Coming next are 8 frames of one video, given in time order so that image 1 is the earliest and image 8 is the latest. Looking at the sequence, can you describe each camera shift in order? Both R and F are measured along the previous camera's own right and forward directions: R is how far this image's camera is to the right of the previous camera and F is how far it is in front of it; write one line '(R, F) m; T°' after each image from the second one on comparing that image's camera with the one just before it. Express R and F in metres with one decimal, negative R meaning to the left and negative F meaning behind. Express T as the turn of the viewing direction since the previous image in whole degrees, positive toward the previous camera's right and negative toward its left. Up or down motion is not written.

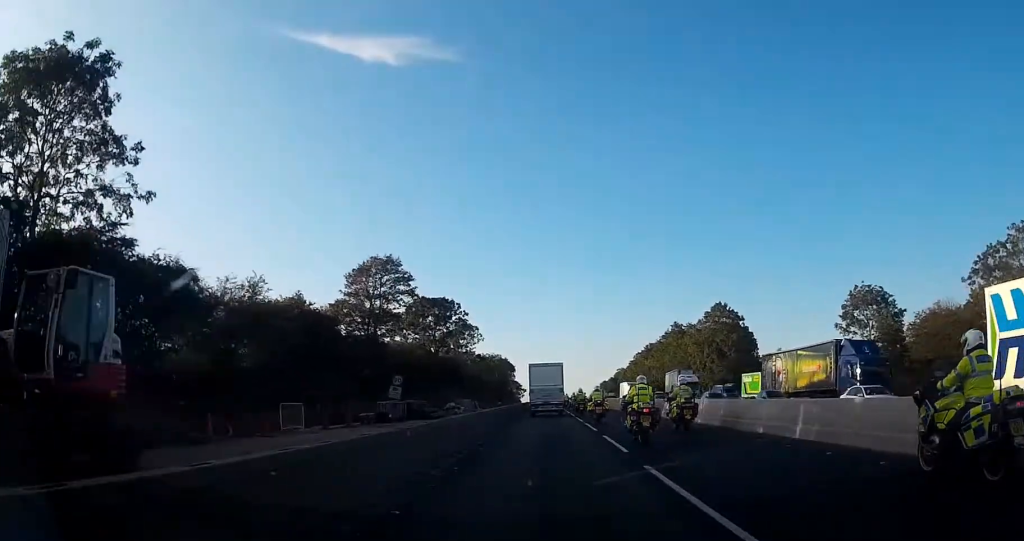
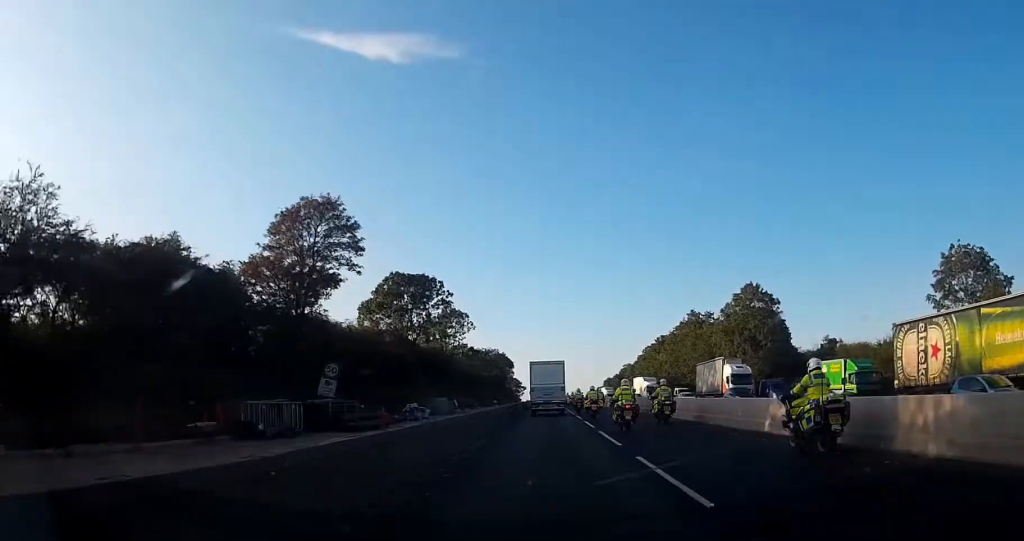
(0.0, +16.0) m; 0°
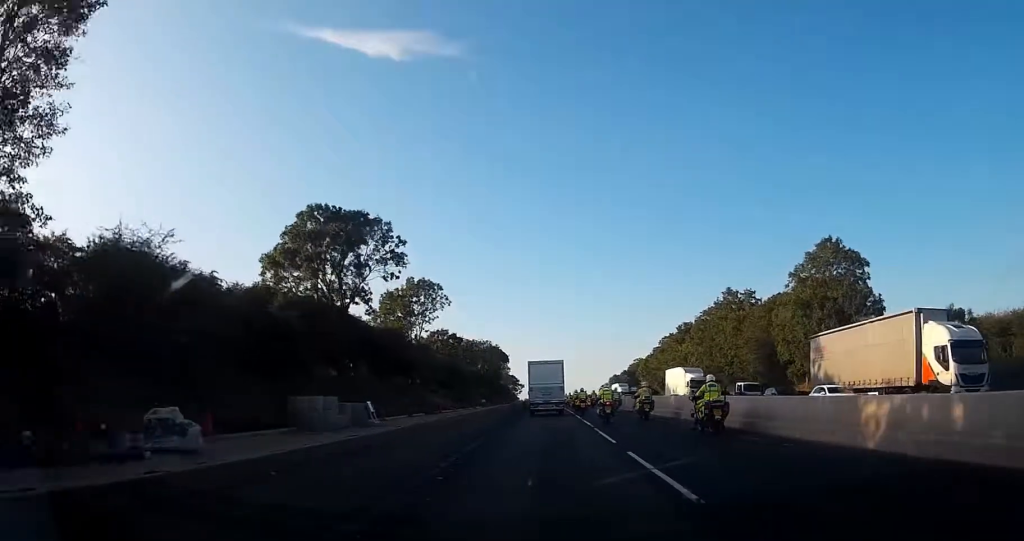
(0.0, +25.9) m; 0°
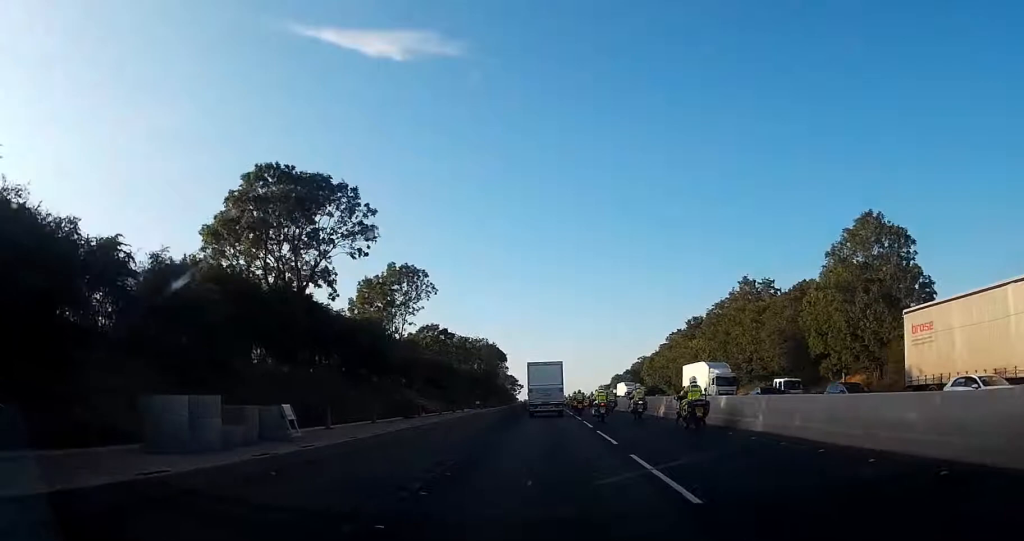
(0.0, +9.2) m; 0°
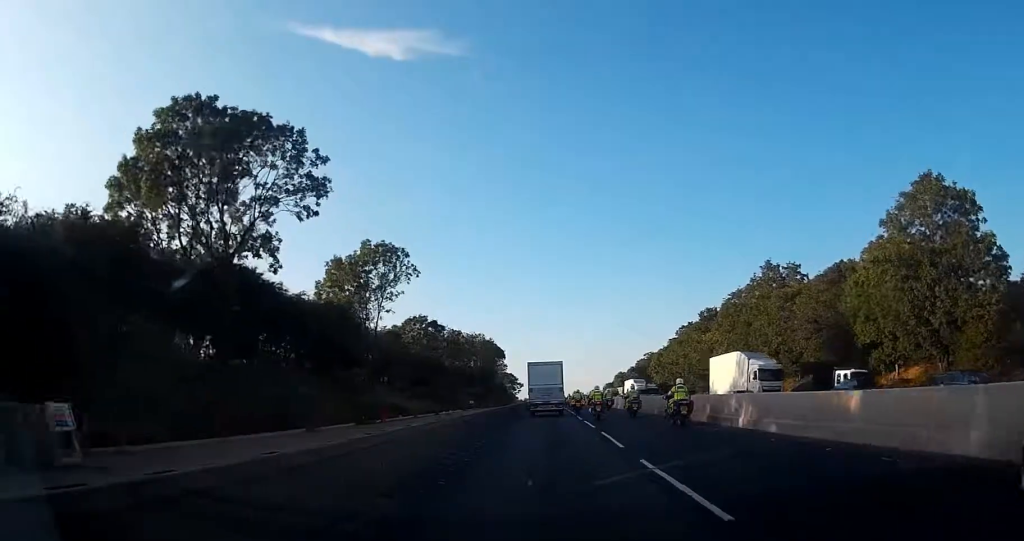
(+0.1, +10.2) m; 0°
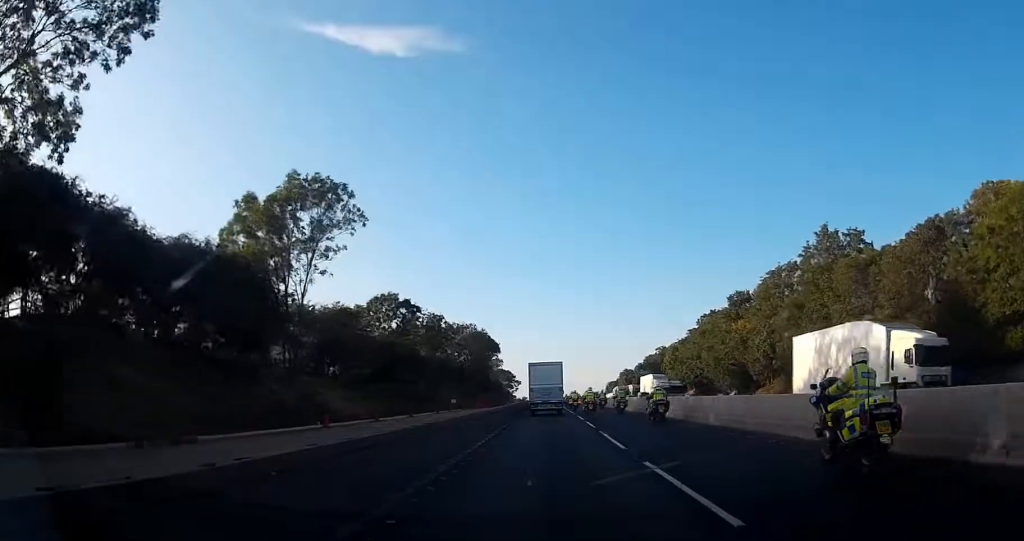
(-0.1, +18.4) m; -1°
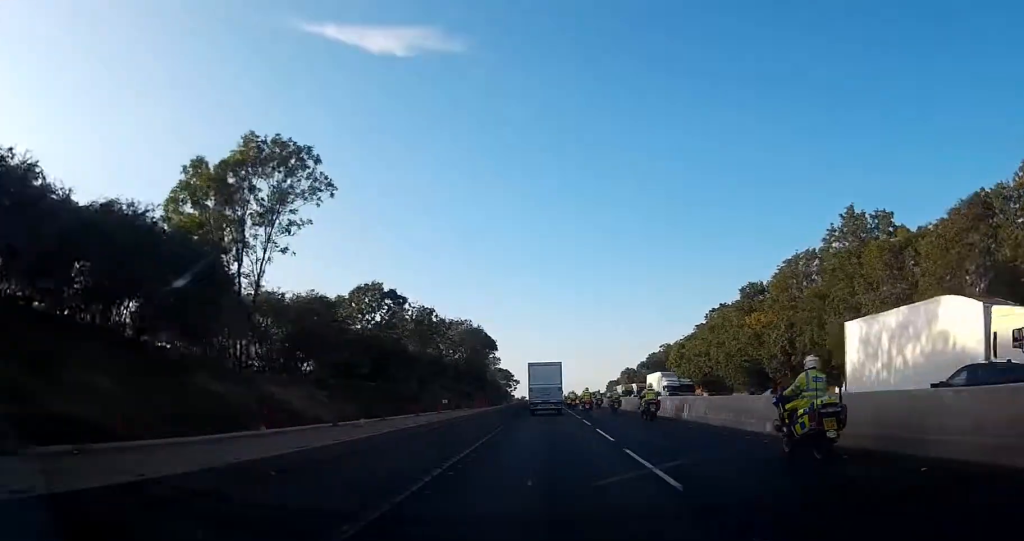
(0.0, +6.6) m; 0°
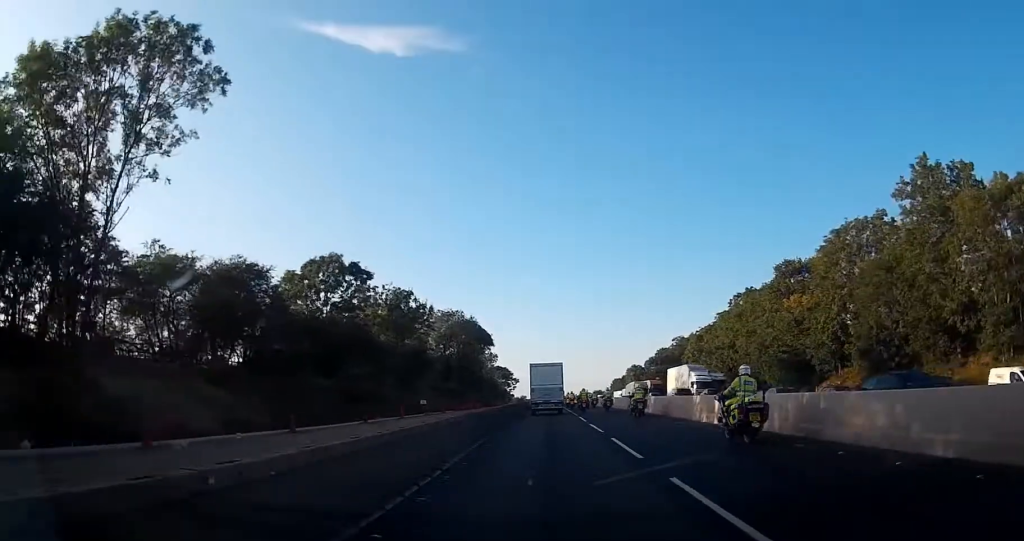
(0.0, +13.8) m; 0°
